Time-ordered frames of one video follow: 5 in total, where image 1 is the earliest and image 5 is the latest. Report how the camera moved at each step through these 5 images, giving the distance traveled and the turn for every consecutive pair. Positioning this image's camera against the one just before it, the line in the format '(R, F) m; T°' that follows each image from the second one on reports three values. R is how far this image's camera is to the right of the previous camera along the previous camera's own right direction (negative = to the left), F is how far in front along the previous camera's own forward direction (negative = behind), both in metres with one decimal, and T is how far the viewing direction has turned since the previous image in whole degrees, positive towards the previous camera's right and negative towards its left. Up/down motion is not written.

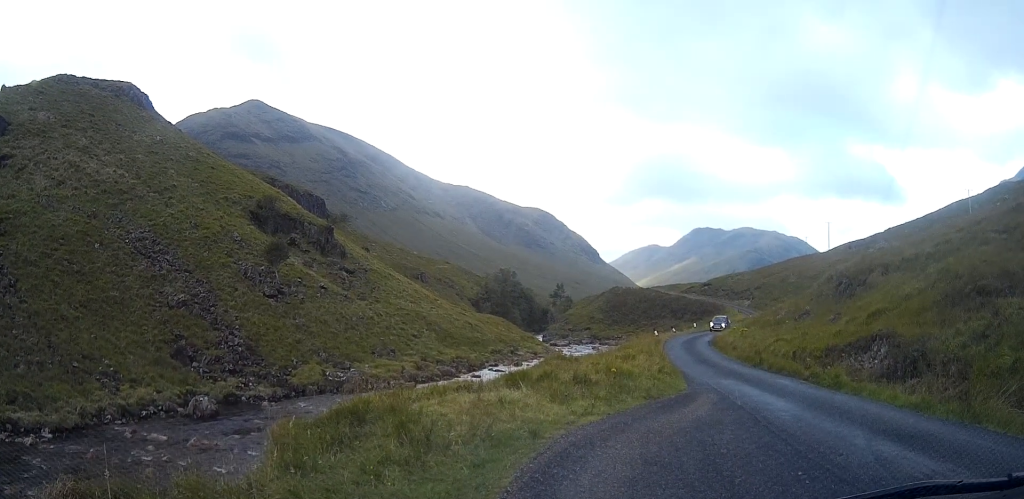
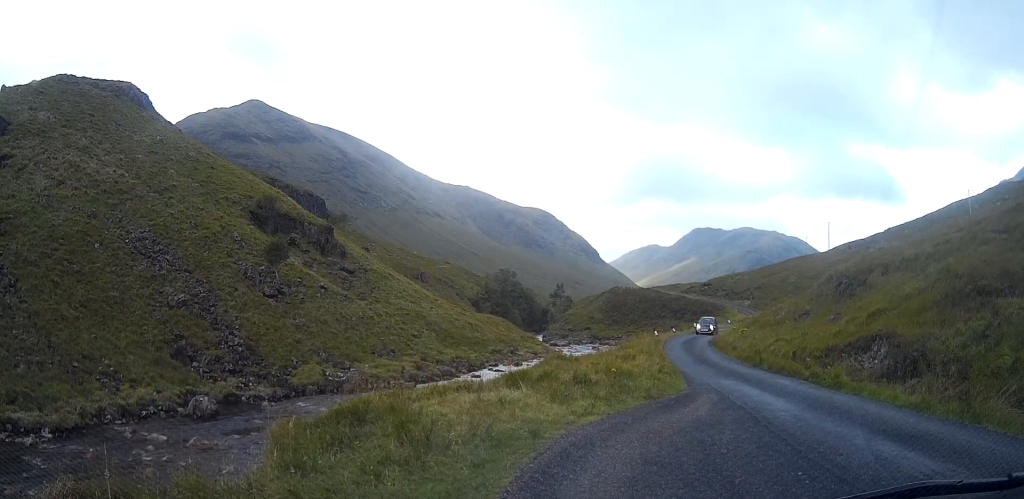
(0.0, 0.0) m; 0°
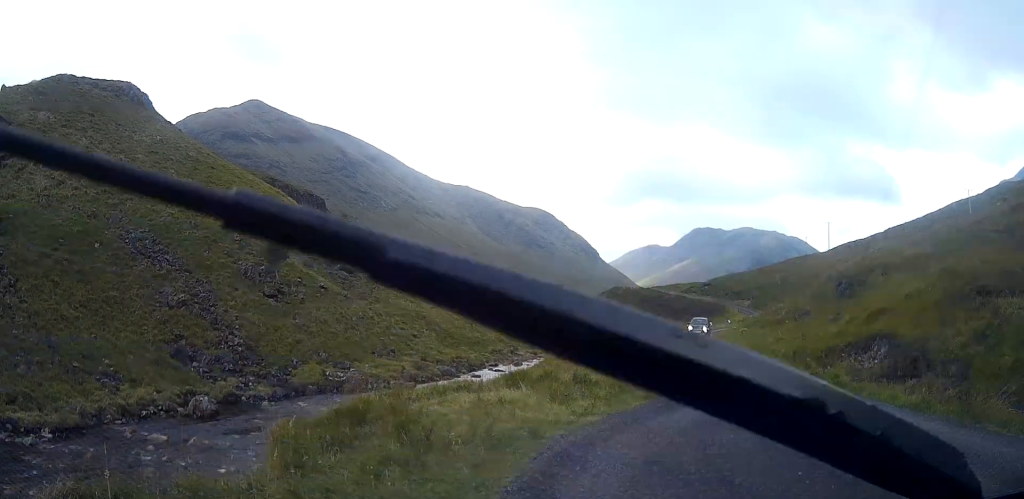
(0.0, 0.0) m; 0°
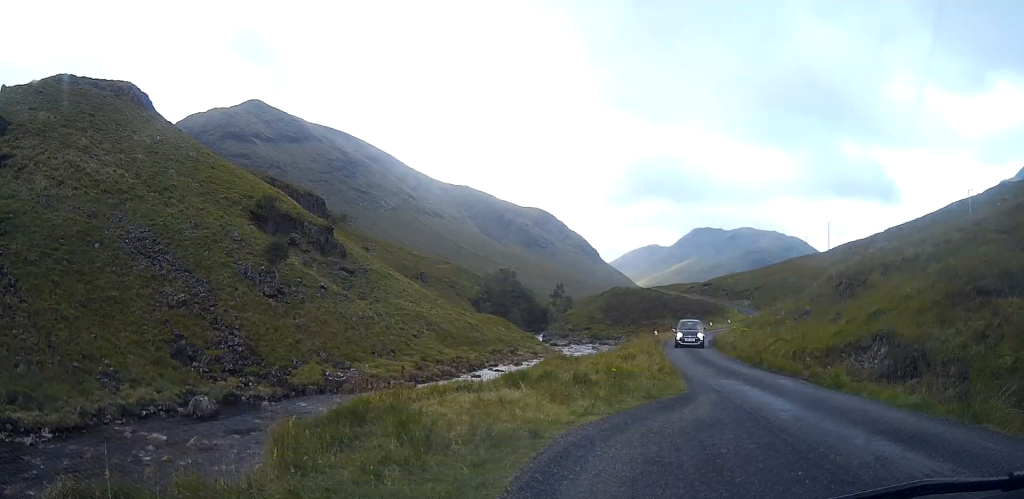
(0.0, 0.0) m; 0°
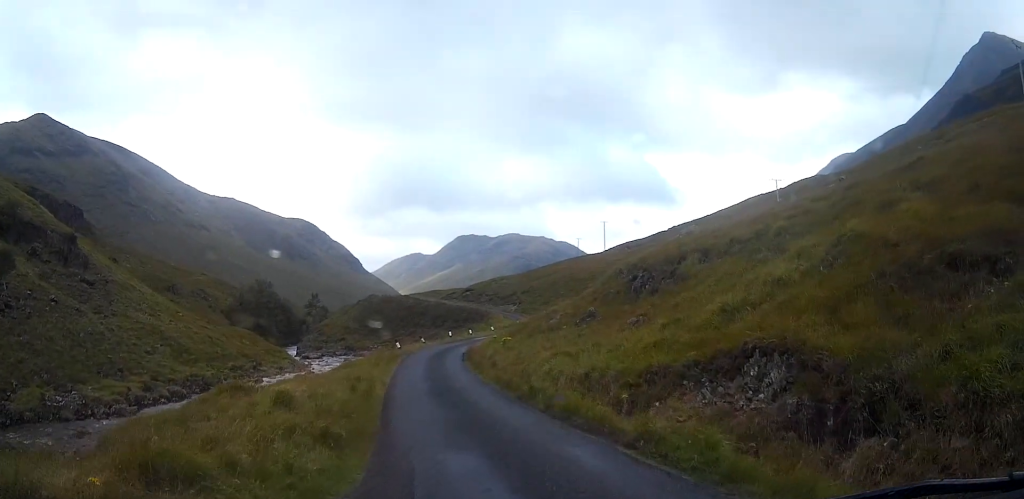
(+2.8, +8.1) m; +21°
